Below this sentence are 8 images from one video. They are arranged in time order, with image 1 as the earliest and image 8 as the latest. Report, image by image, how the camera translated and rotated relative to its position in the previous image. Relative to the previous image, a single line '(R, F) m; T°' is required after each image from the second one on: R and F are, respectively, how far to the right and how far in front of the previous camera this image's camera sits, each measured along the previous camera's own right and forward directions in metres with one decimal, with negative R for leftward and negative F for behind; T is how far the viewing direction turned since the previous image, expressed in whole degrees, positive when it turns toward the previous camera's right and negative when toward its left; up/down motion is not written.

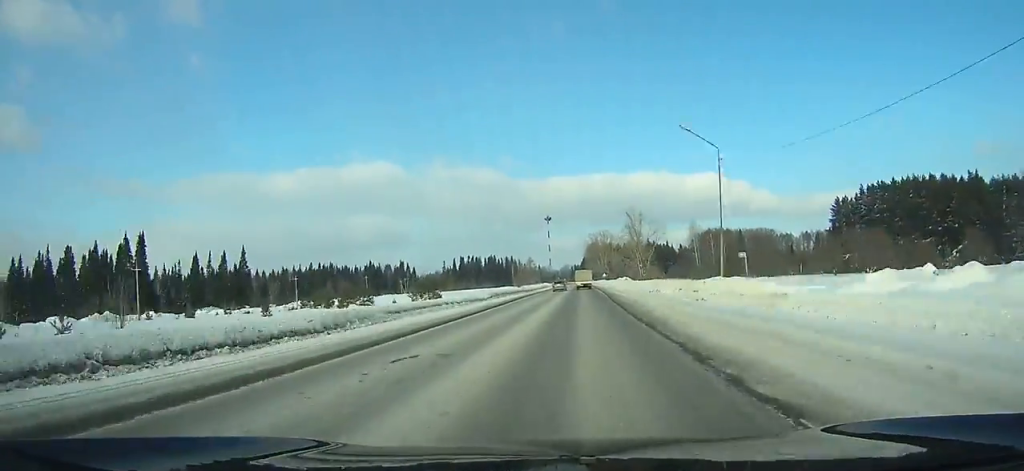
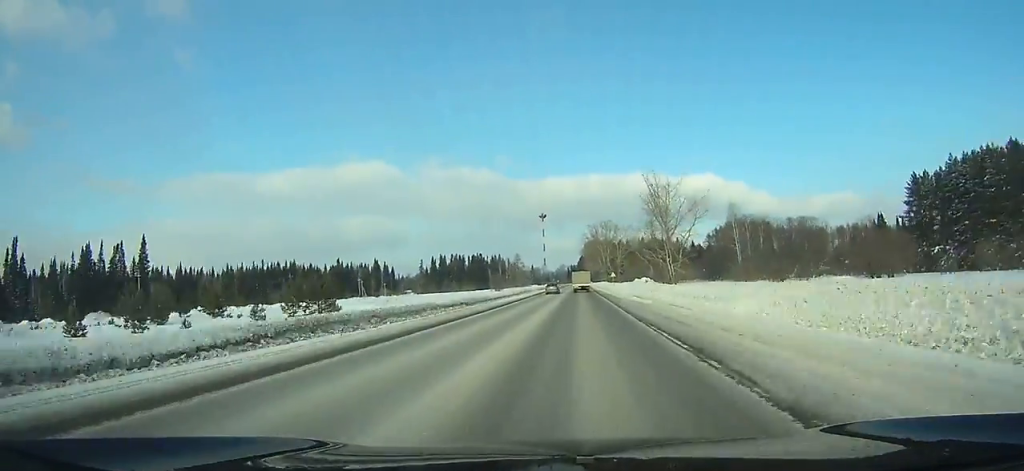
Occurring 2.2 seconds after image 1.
(+0.1, +49.1) m; 0°
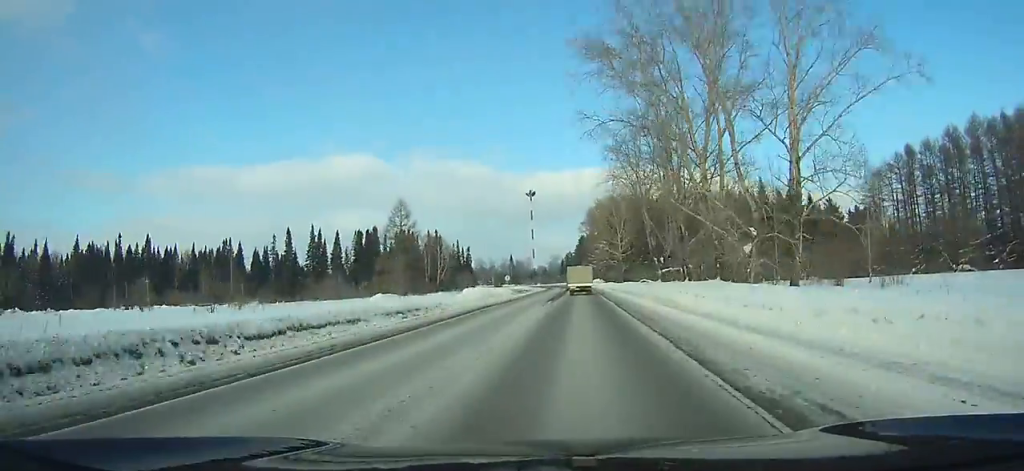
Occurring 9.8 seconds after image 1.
(+0.2, +169.7) m; 0°
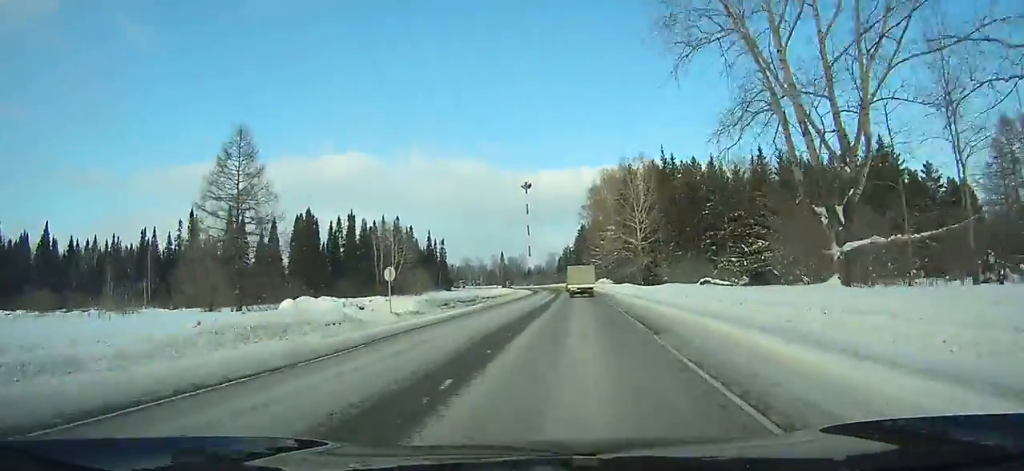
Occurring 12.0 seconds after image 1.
(+0.1, +48.1) m; 0°
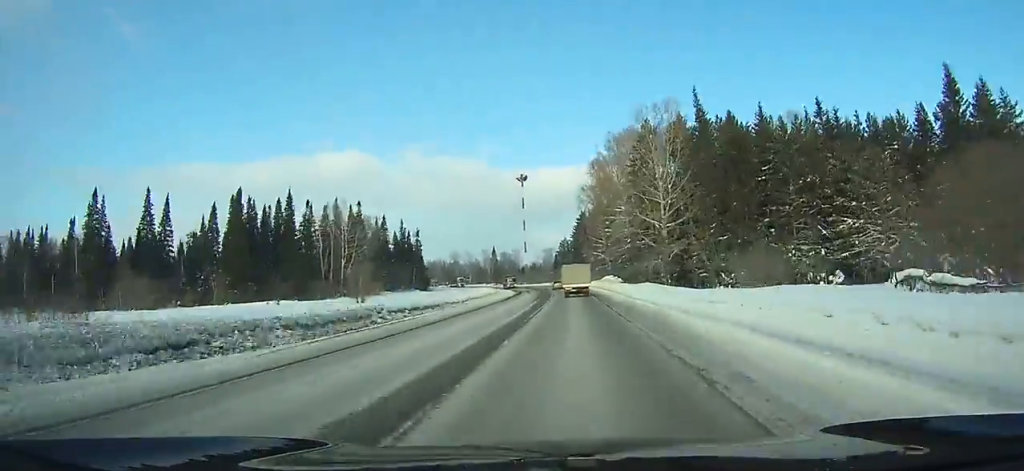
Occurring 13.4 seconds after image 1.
(-0.1, +30.2) m; -1°
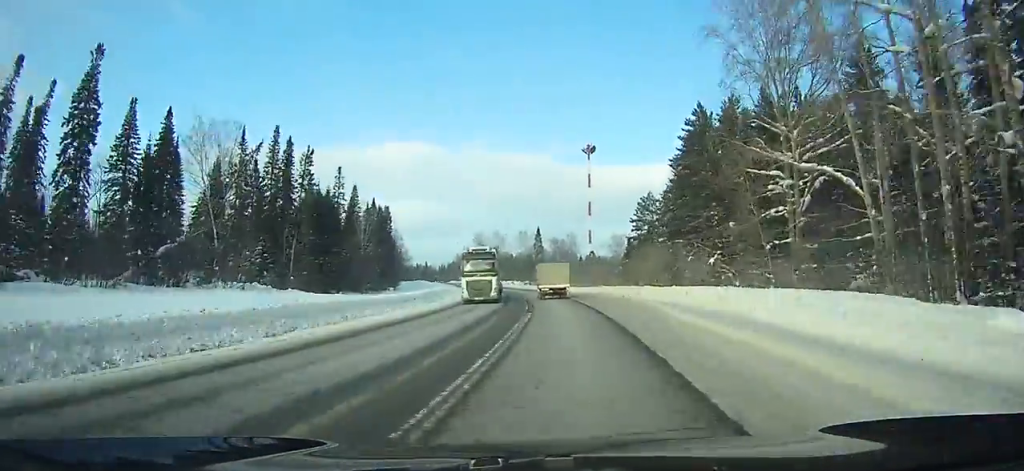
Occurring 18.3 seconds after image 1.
(-3.5, +105.1) m; -7°
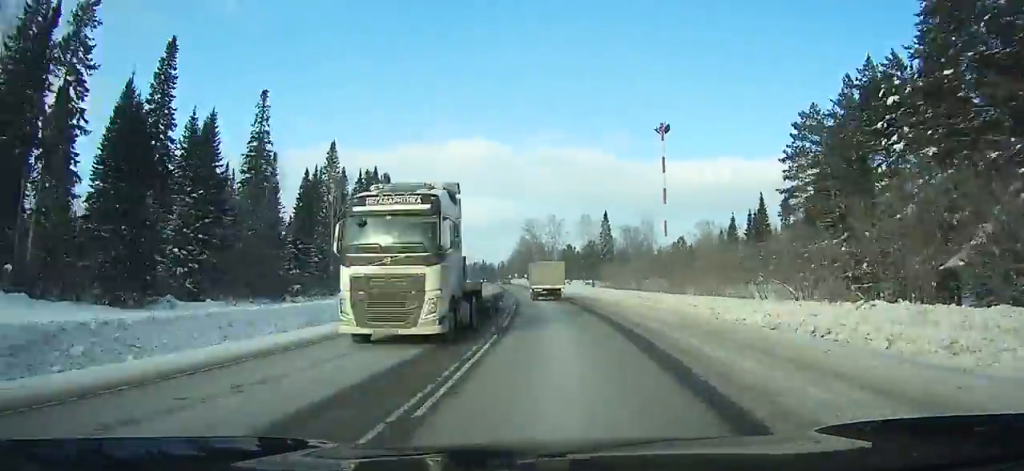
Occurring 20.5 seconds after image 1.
(-3.2, +47.2) m; -6°
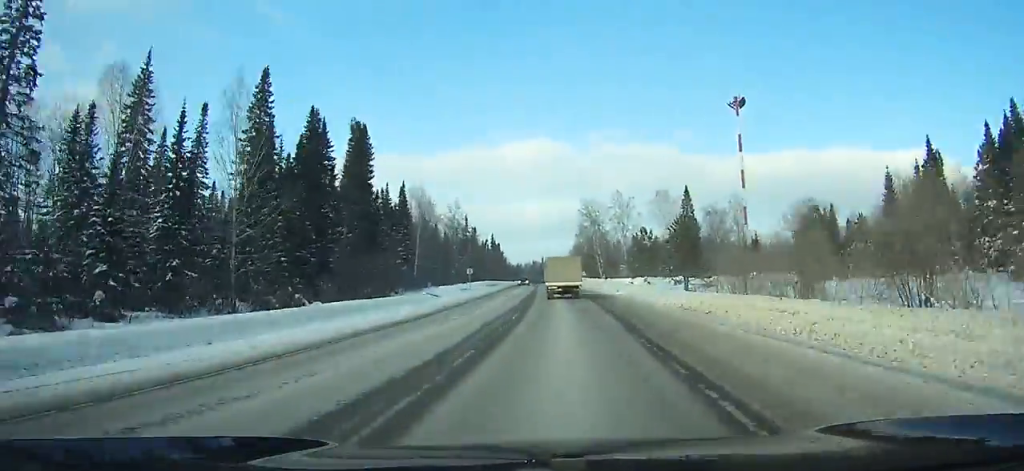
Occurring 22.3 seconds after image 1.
(-1.8, +38.5) m; -4°
